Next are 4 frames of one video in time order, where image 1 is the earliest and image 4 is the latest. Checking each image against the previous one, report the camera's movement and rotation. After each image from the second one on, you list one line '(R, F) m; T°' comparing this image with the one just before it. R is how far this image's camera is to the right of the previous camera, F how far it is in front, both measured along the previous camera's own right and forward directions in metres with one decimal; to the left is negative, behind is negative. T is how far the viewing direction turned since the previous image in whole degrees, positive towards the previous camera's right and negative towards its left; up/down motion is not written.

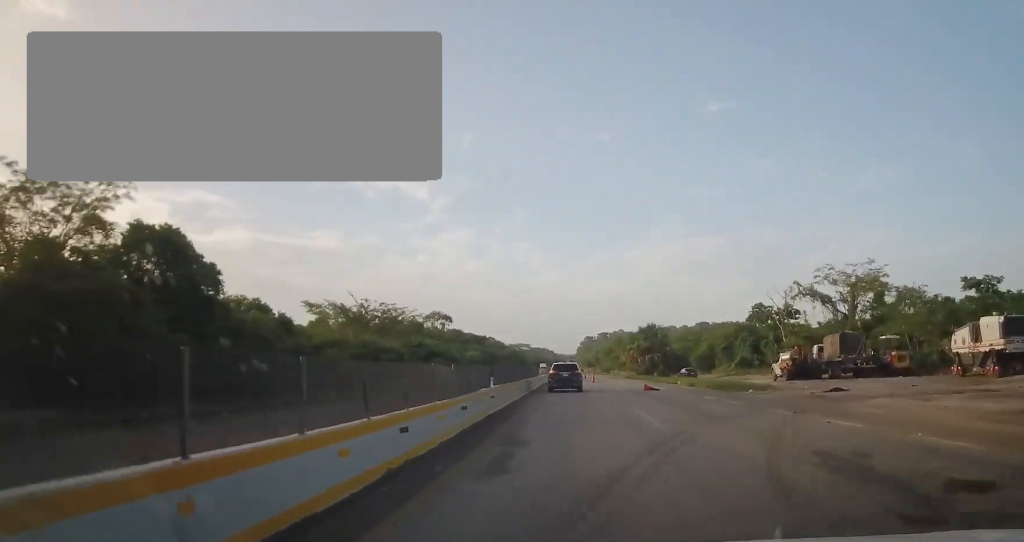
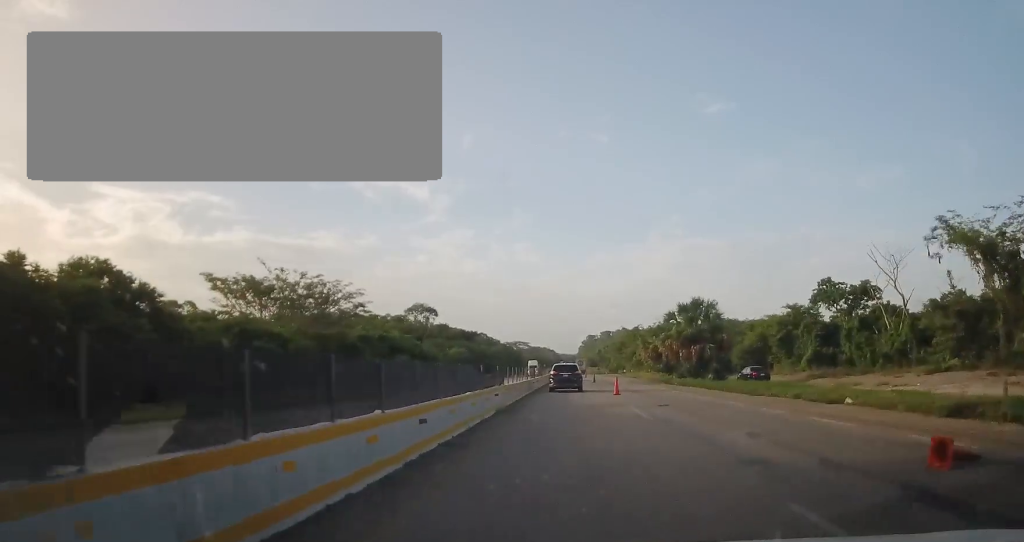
(-0.2, +28.7) m; +1°
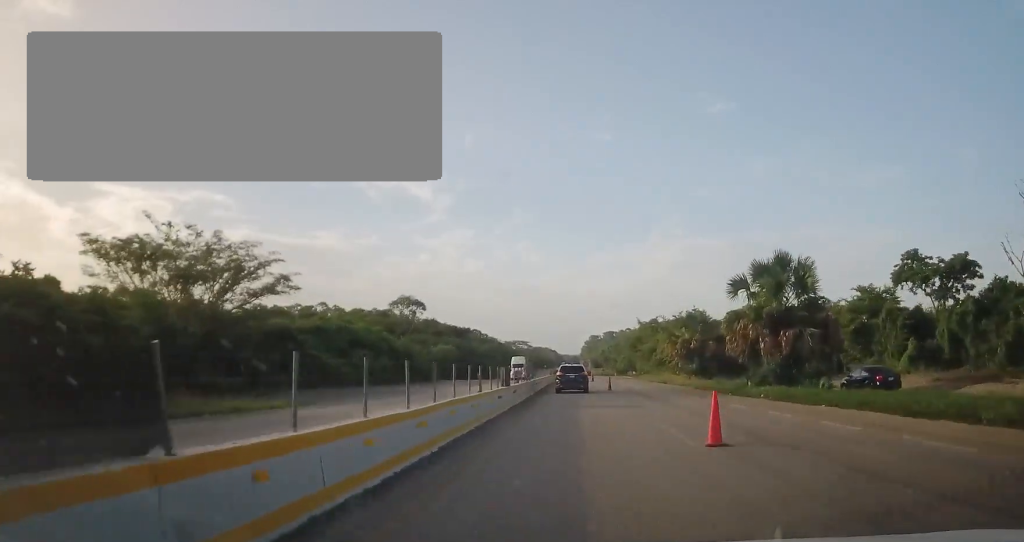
(+0.1, +21.0) m; +2°
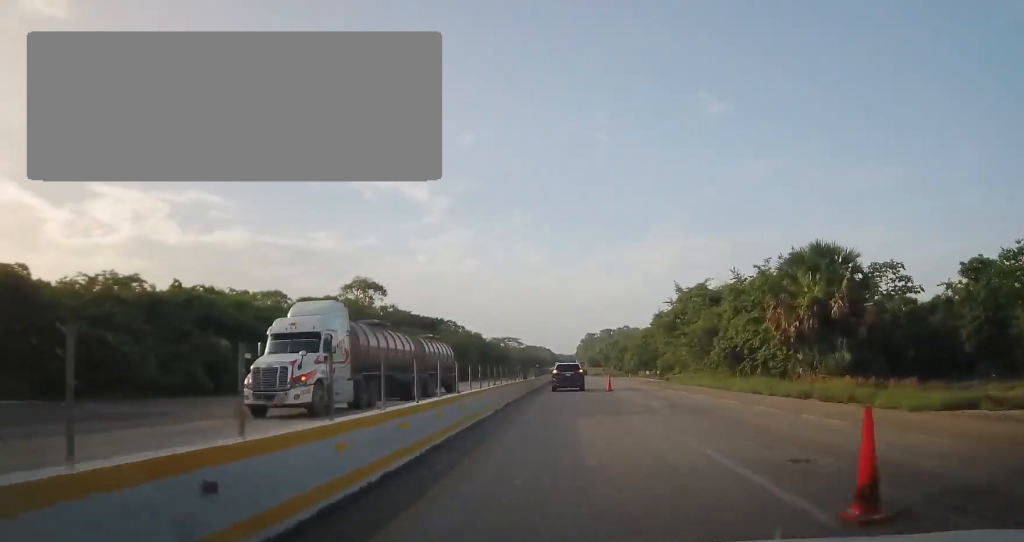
(-0.3, +36.7) m; -2°
